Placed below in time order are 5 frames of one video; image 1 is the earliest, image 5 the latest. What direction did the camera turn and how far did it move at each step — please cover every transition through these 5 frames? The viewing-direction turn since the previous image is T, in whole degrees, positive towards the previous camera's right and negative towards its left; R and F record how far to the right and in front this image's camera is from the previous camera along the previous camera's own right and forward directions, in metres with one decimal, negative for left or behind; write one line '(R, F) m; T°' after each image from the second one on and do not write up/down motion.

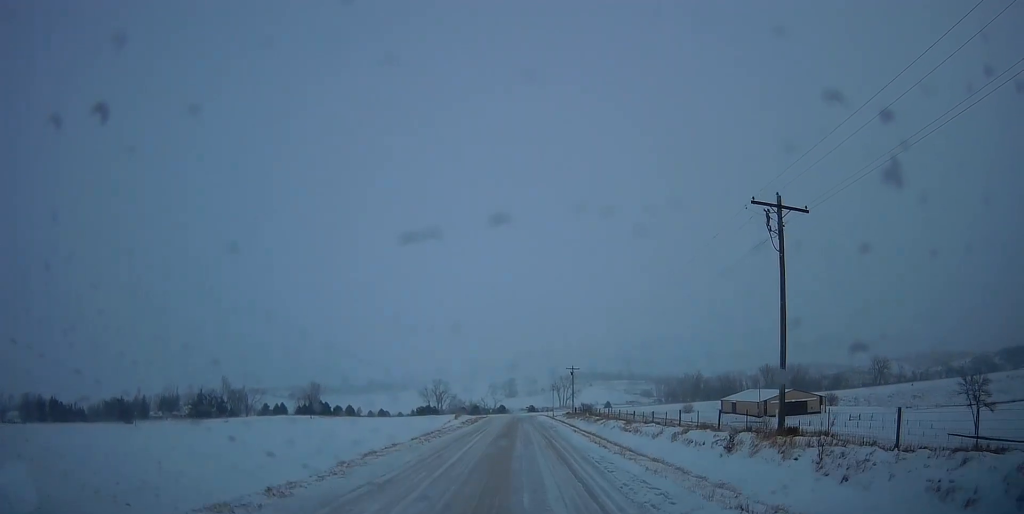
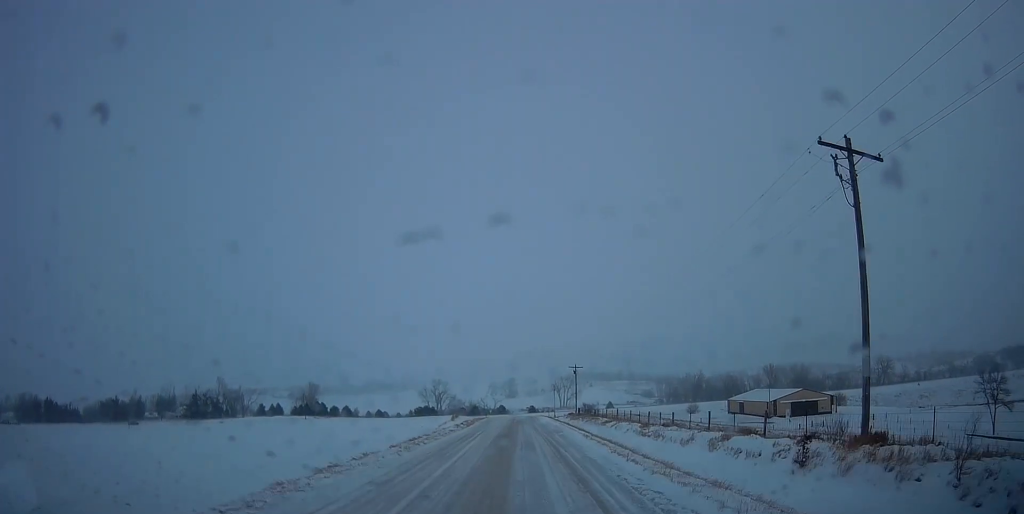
(0.0, +5.4) m; 0°
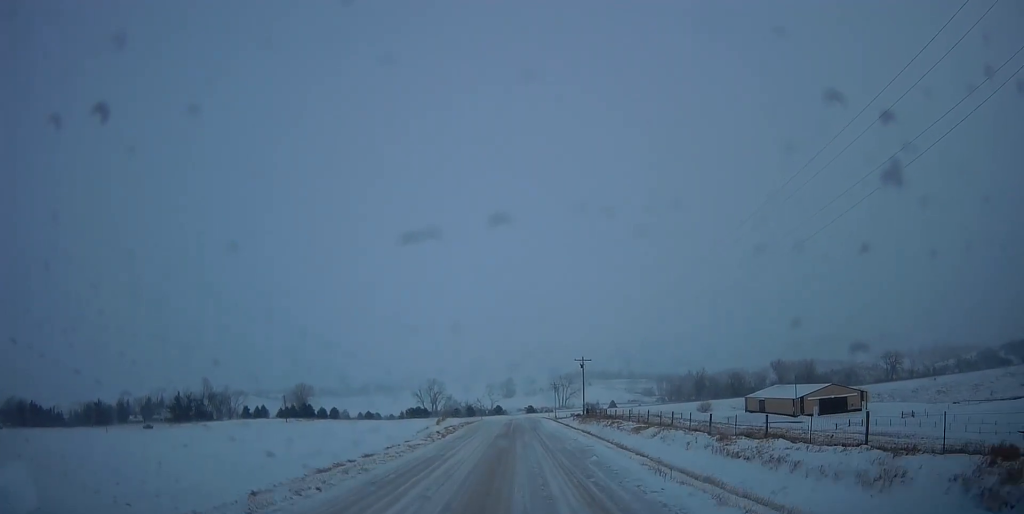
(-0.2, +14.5) m; -1°
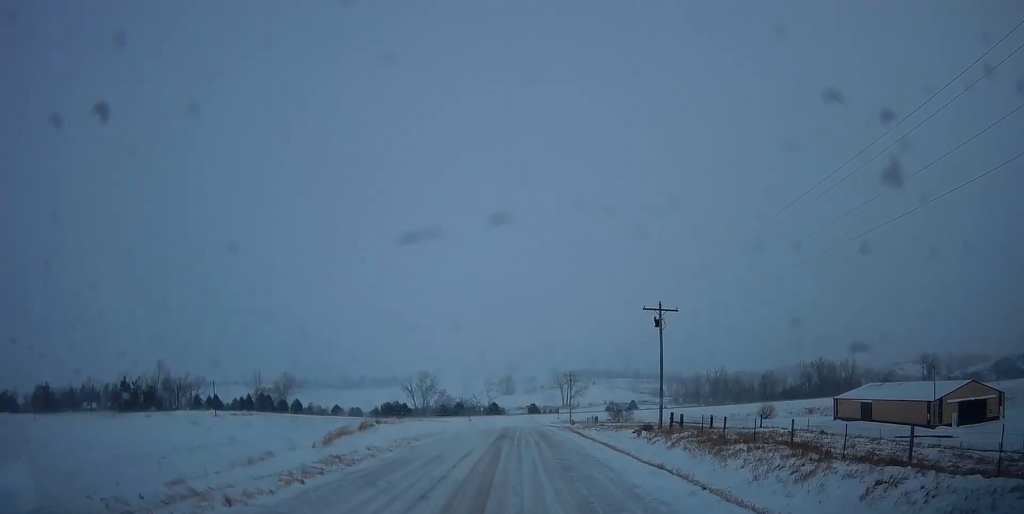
(+1.0, +46.2) m; +2°
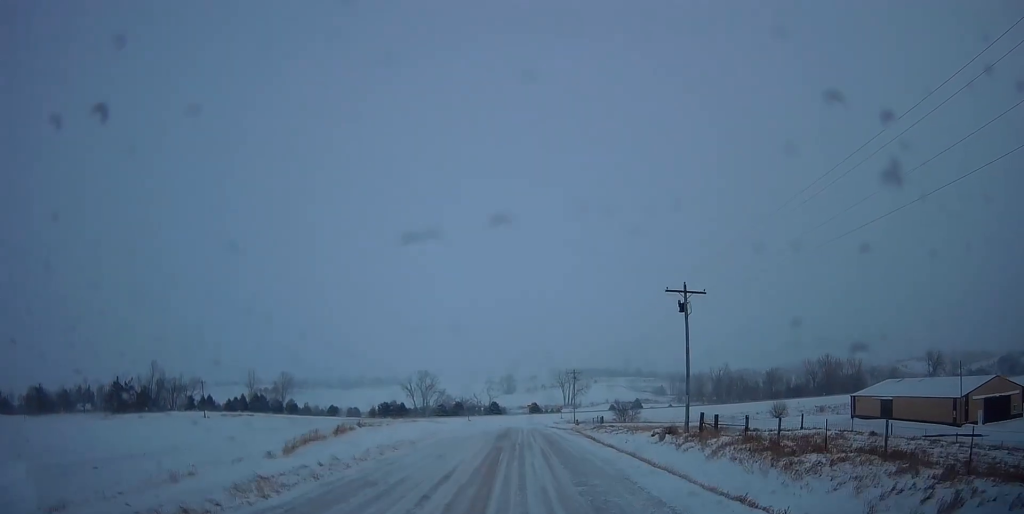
(0.0, +6.1) m; 0°
